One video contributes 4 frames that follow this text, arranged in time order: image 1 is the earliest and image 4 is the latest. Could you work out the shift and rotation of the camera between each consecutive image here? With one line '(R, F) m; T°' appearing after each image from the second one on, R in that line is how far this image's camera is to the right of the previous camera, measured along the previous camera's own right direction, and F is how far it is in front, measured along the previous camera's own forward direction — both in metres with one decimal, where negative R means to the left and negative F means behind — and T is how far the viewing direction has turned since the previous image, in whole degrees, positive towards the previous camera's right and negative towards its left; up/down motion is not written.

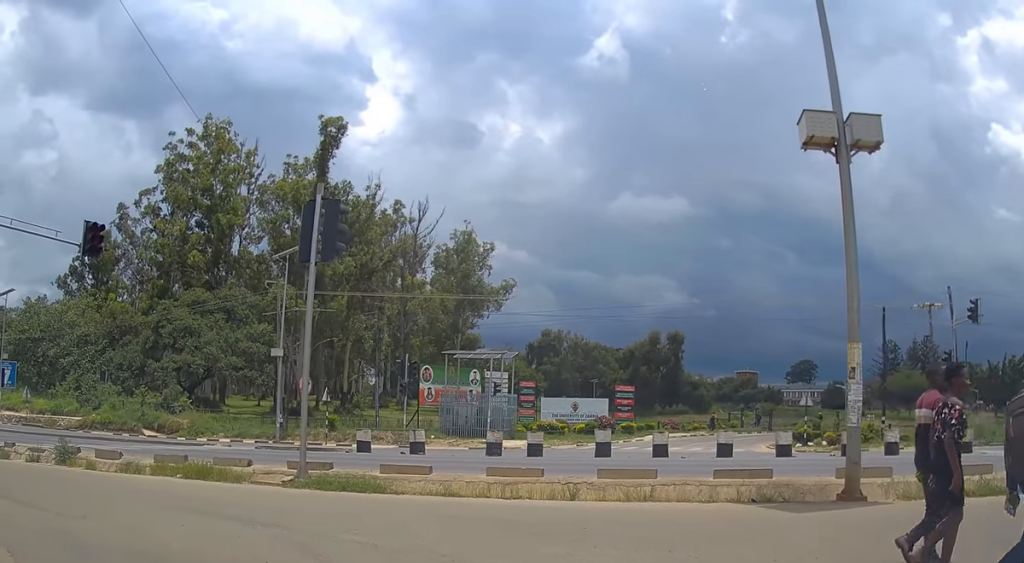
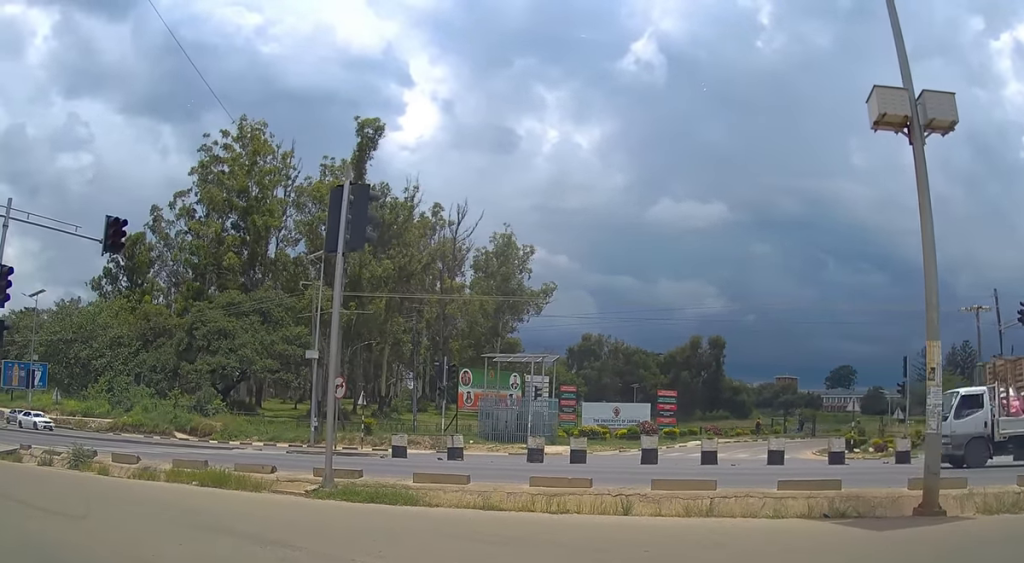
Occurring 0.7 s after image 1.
(-0.1, +1.3) m; -7°
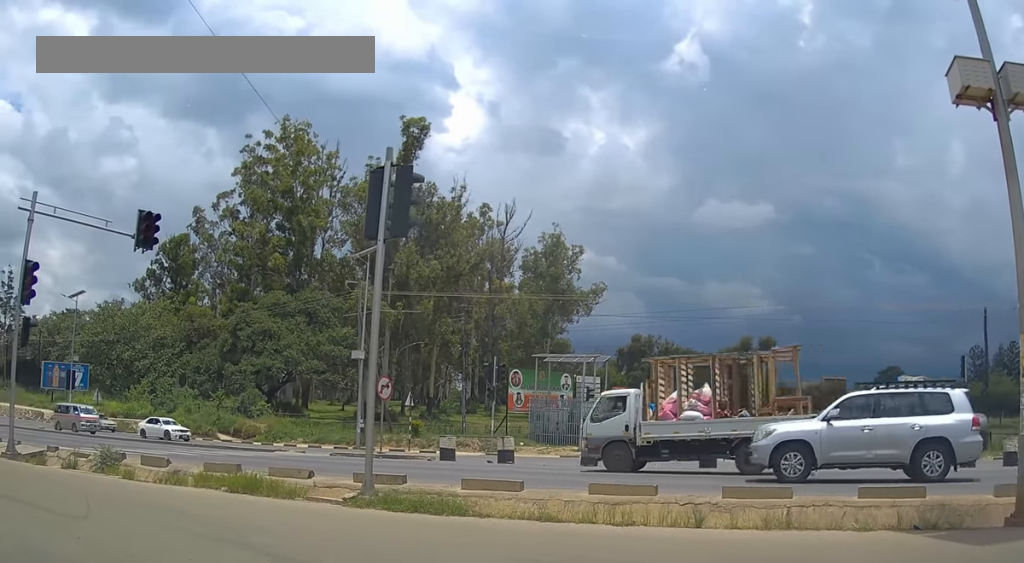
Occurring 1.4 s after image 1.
(-0.1, +1.1) m; -6°
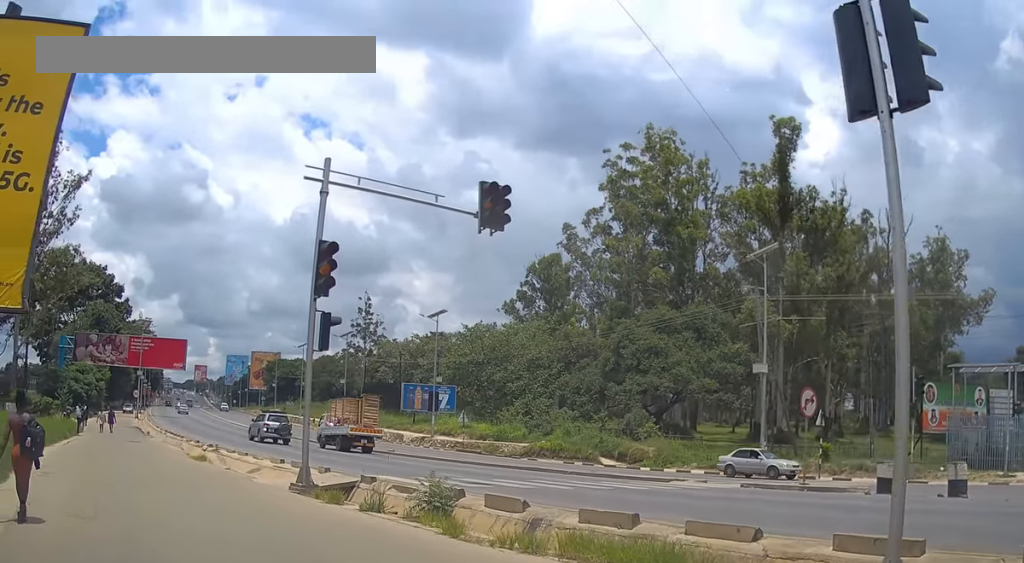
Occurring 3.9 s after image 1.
(-1.0, +4.6) m; -29°
